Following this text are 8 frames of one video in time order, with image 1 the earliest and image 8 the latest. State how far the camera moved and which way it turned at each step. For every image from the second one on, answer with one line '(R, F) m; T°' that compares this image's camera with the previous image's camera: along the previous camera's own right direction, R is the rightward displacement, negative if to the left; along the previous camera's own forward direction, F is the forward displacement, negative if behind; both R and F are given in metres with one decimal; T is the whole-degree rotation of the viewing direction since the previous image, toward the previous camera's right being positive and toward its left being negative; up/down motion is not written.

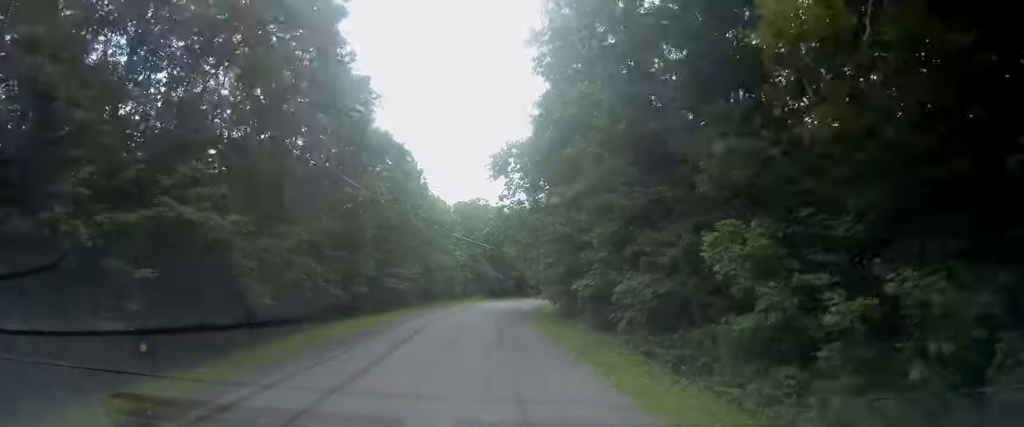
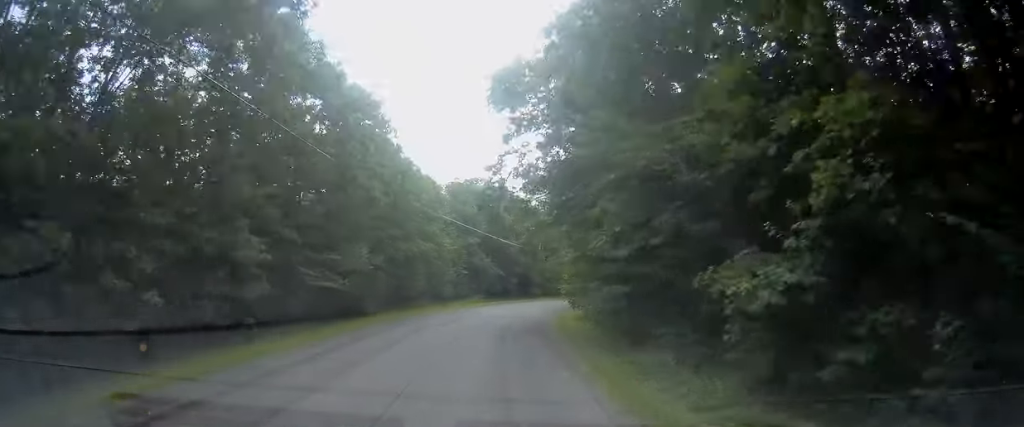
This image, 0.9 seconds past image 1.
(+0.2, +16.0) m; +1°
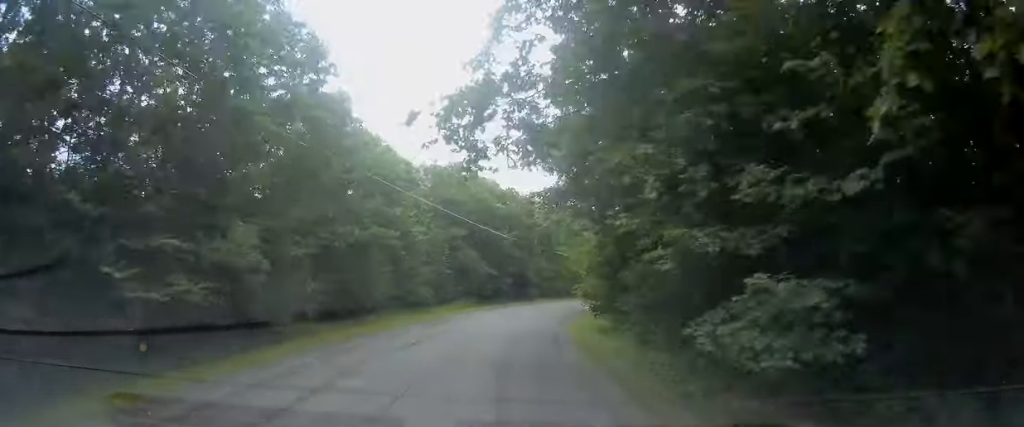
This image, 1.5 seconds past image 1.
(+0.2, +11.7) m; 0°
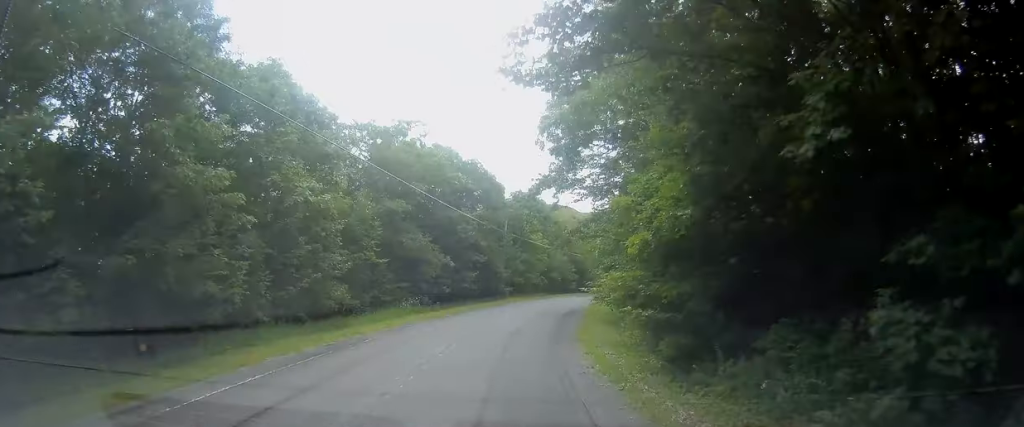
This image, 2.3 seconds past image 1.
(-0.1, +15.3) m; +2°
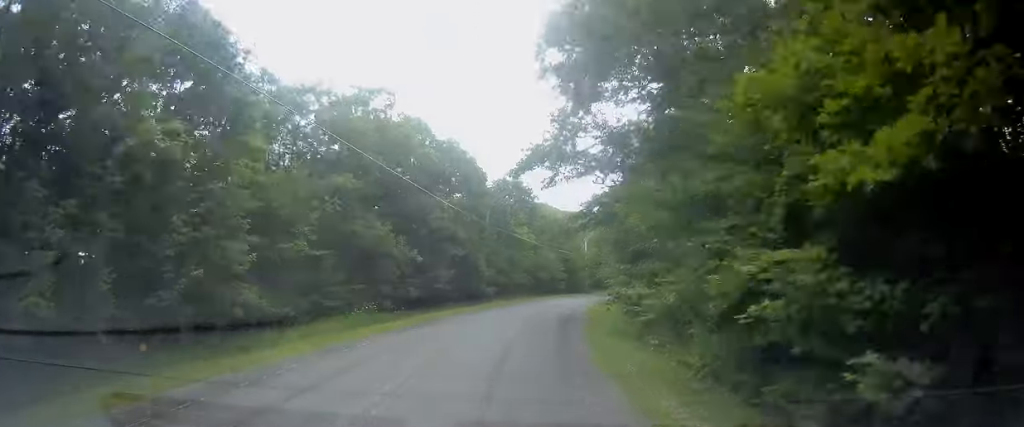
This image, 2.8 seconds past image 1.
(-0.3, +8.6) m; +2°
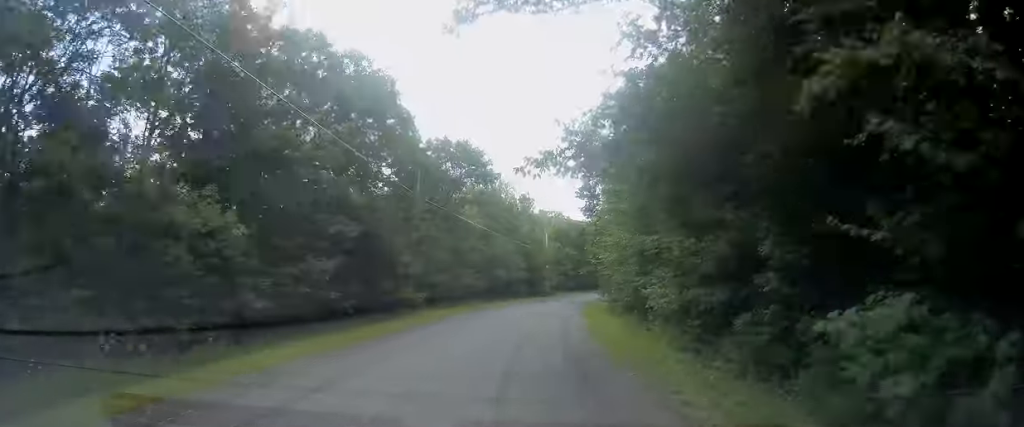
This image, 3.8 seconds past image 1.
(+1.4, +19.3) m; +5°
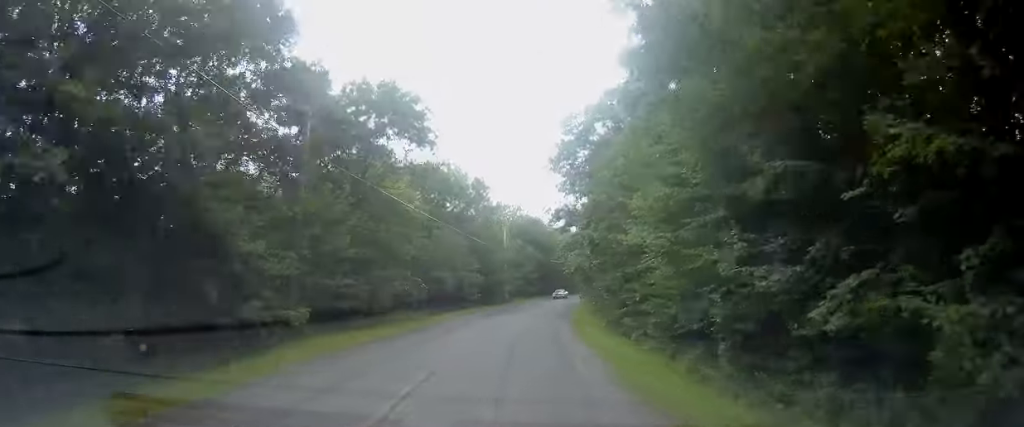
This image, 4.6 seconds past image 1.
(+0.2, +15.1) m; +2°
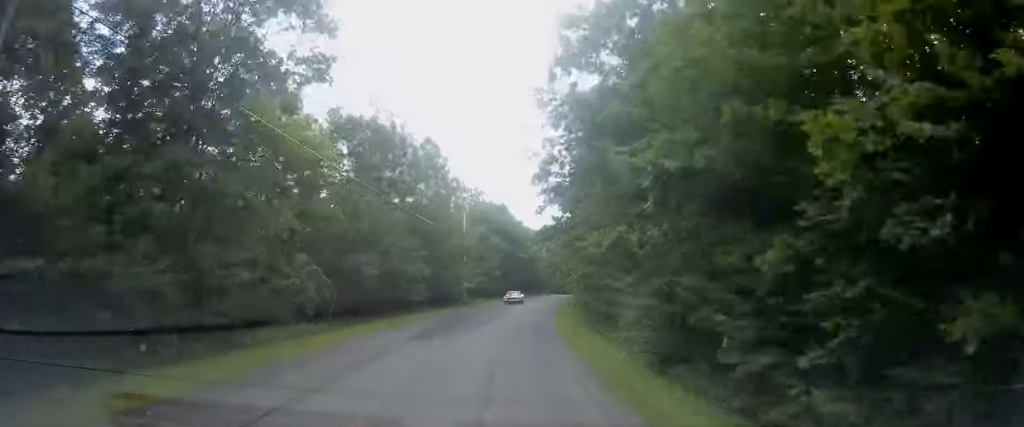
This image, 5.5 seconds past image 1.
(+0.5, +16.0) m; +3°
